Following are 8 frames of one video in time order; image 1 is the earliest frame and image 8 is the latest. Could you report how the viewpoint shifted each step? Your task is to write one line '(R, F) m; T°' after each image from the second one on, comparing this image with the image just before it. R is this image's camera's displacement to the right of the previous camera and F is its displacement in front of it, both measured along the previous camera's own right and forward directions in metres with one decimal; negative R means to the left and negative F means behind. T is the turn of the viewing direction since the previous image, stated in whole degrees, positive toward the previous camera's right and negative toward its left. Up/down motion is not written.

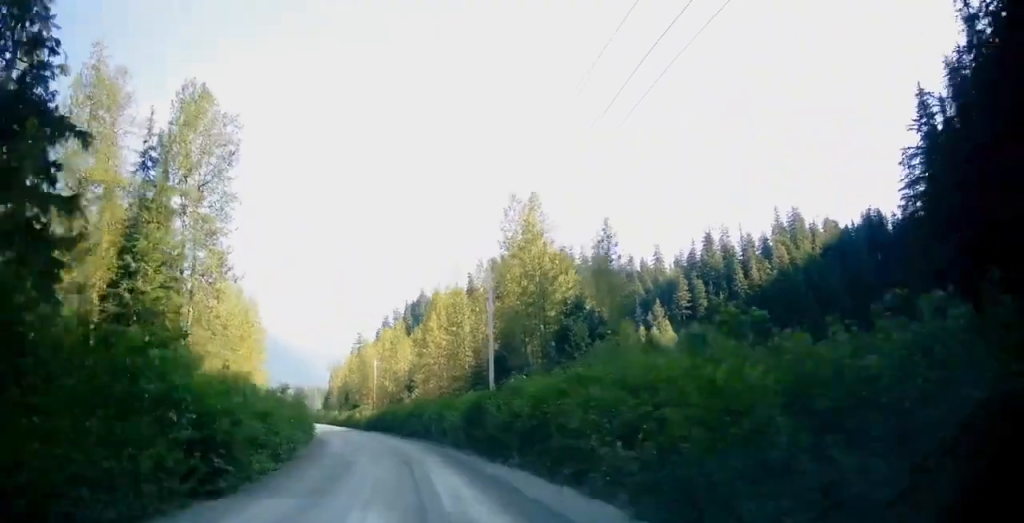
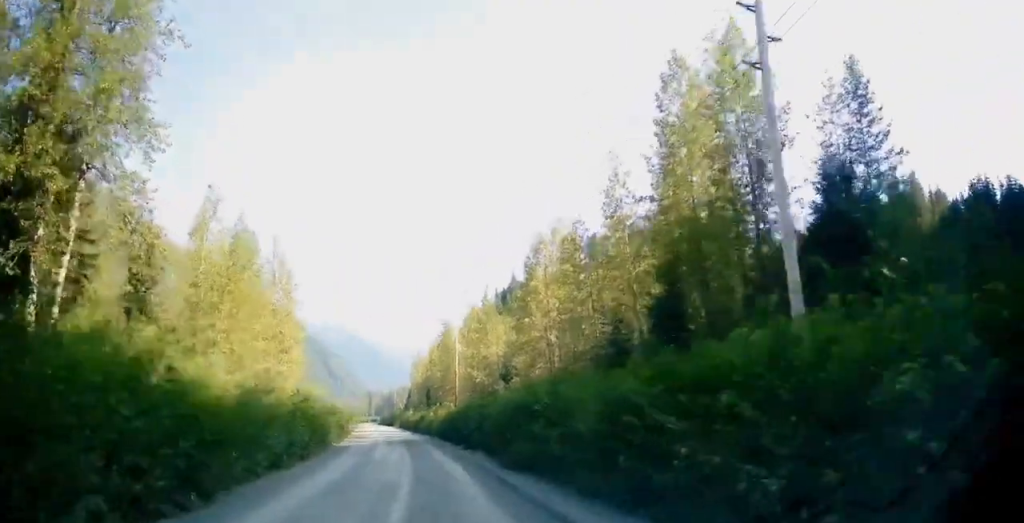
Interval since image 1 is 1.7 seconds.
(-1.5, +30.4) m; -7°
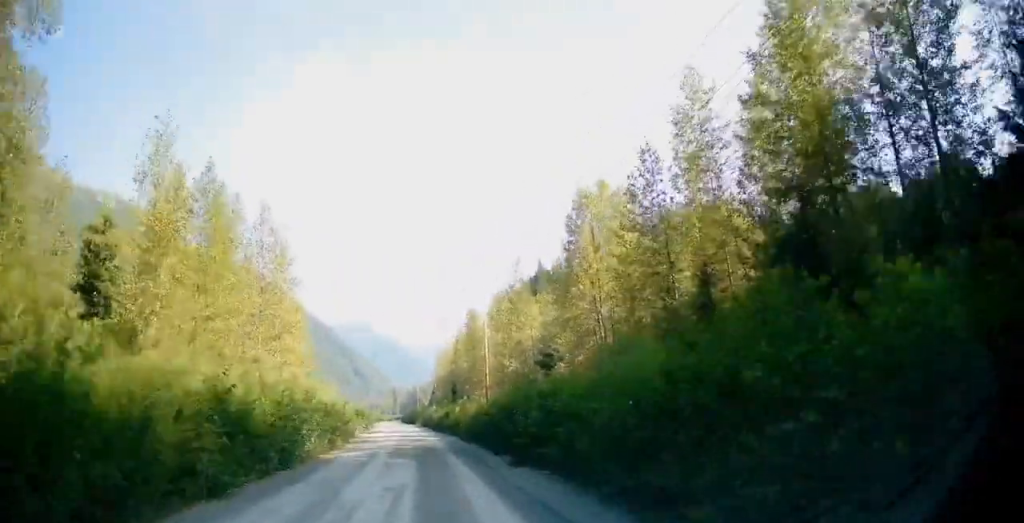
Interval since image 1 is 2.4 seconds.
(-0.9, +13.3) m; -4°
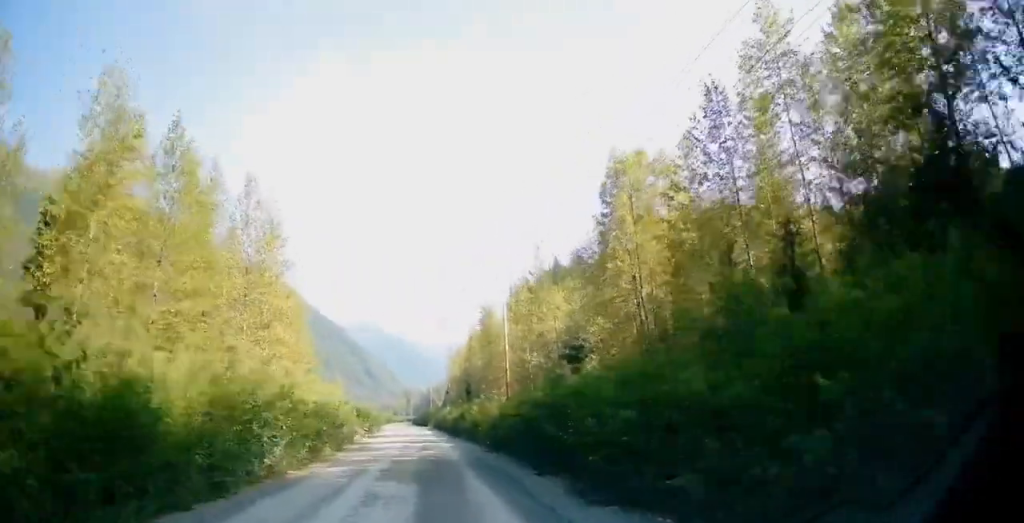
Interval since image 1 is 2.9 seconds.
(-0.2, +8.5) m; -2°
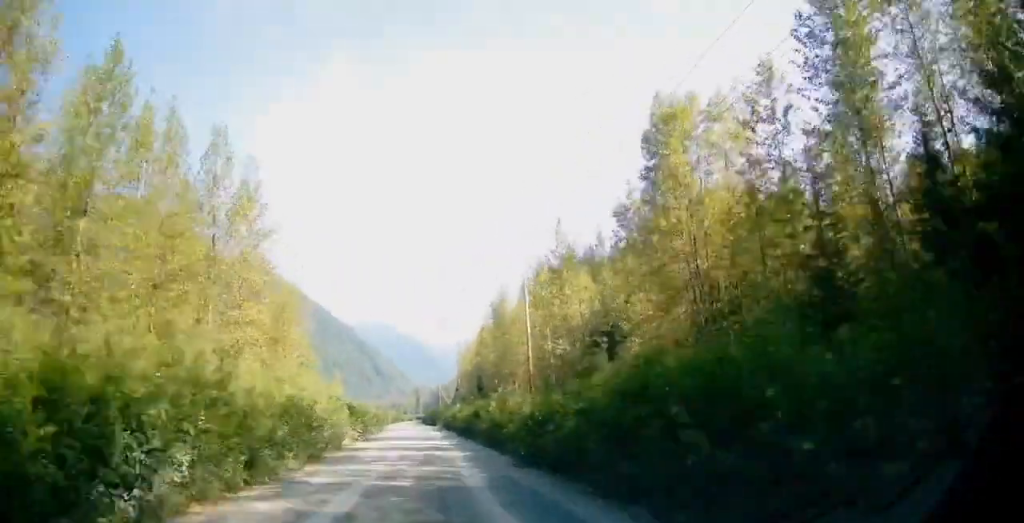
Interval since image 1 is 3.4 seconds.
(-0.2, +9.7) m; -1°
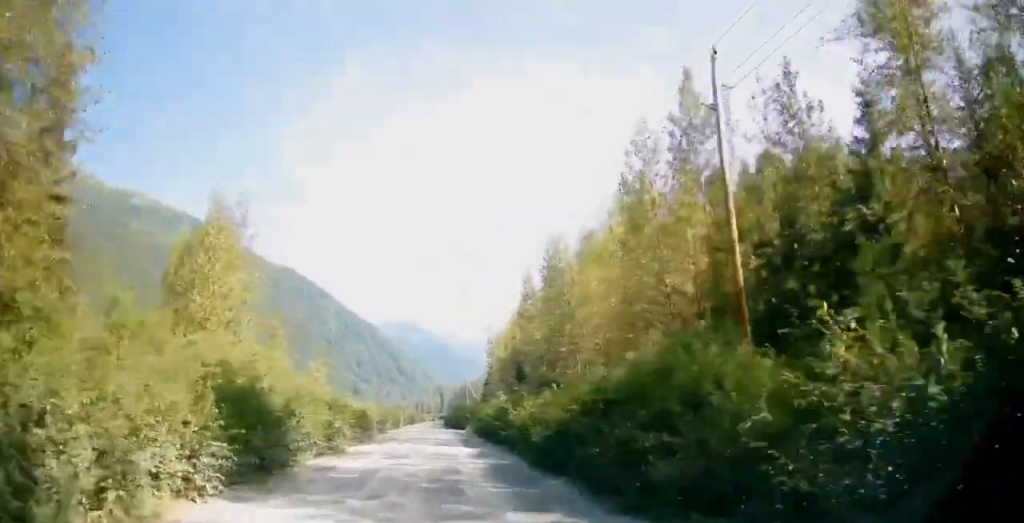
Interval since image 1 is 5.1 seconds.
(-0.3, +31.9) m; 0°
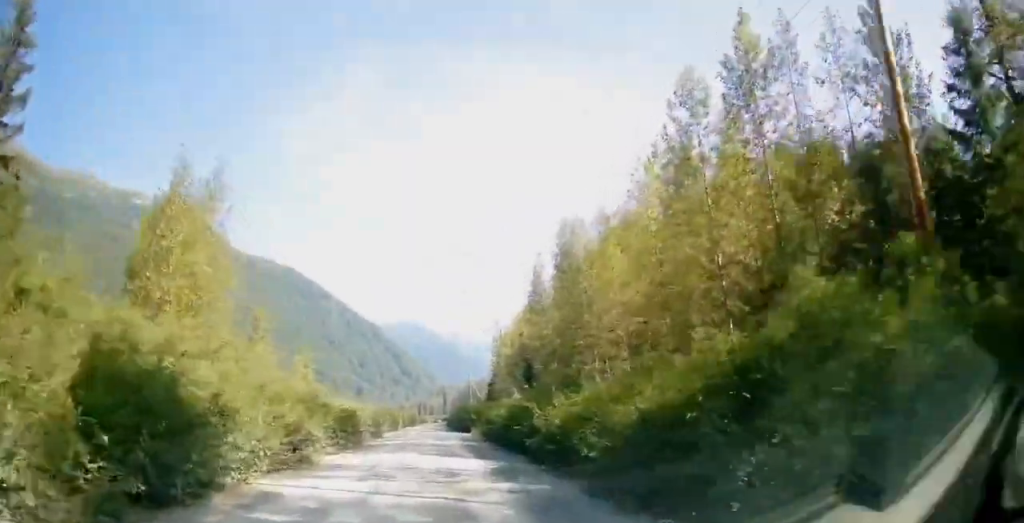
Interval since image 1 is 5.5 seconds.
(0.0, +7.4) m; 0°
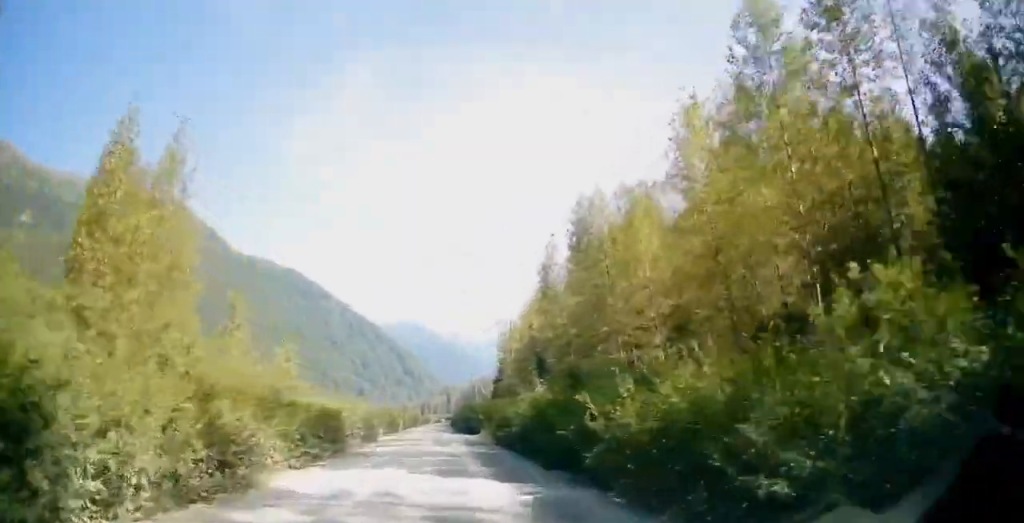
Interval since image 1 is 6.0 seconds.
(0.0, +8.0) m; 0°
